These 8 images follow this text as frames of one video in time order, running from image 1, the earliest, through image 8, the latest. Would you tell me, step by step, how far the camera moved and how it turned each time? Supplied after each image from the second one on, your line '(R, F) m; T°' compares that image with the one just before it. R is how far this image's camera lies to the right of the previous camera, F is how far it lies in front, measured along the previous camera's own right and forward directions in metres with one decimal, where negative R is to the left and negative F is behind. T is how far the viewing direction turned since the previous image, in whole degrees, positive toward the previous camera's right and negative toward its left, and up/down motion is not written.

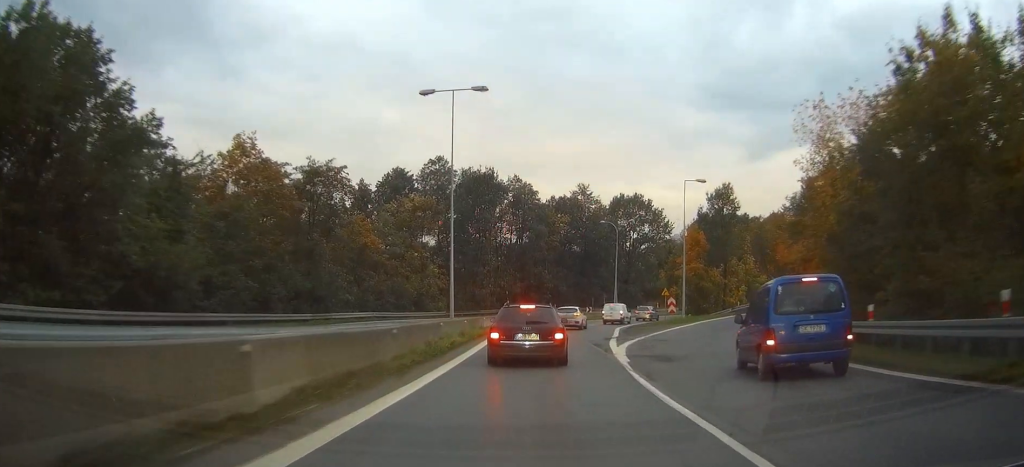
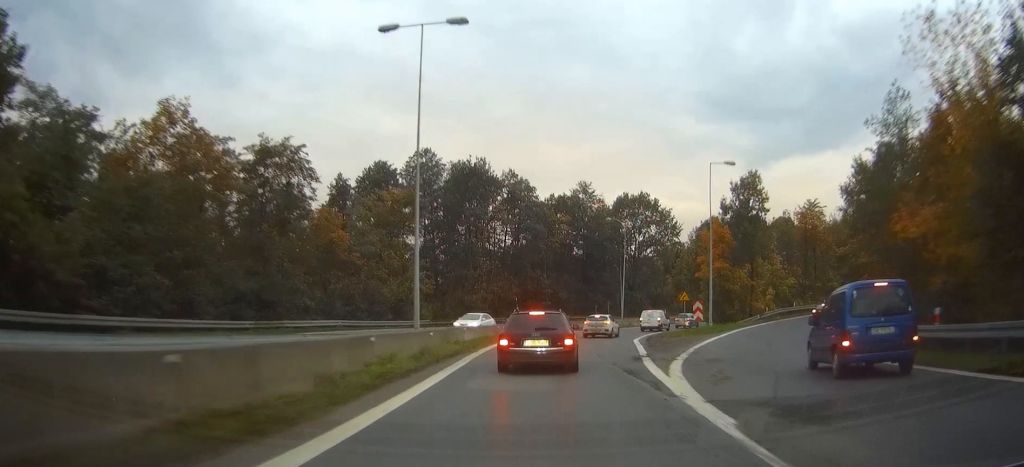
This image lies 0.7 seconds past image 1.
(0.0, +9.6) m; 0°
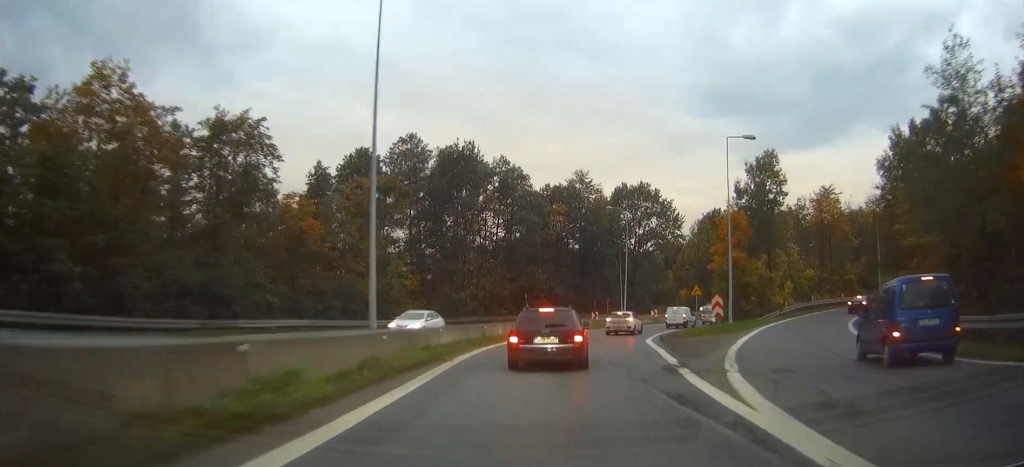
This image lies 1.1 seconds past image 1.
(0.0, +6.0) m; +1°
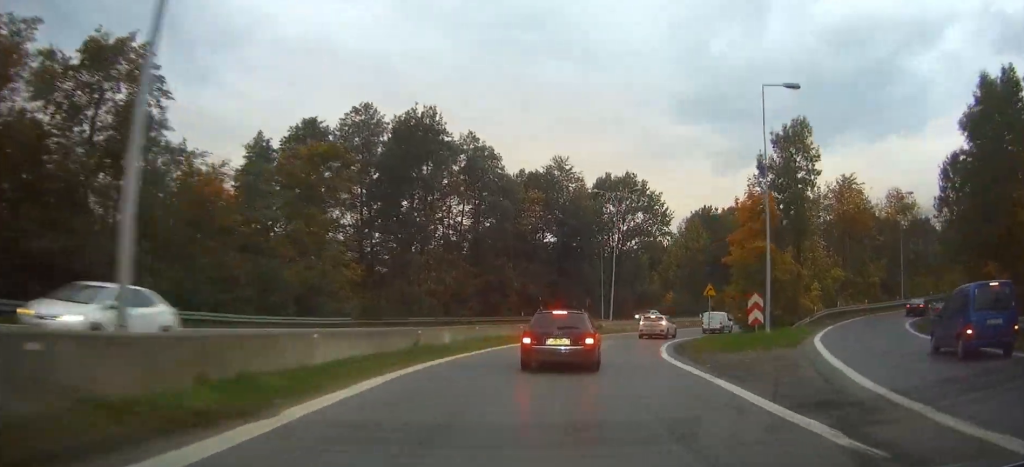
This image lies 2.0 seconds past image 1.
(+0.2, +11.9) m; +3°
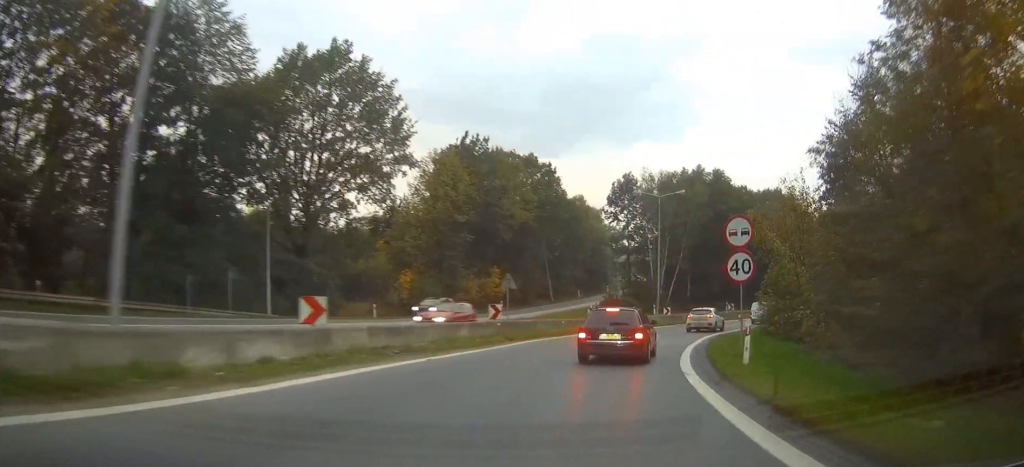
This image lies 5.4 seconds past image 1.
(+7.0, +45.2) m; +27°
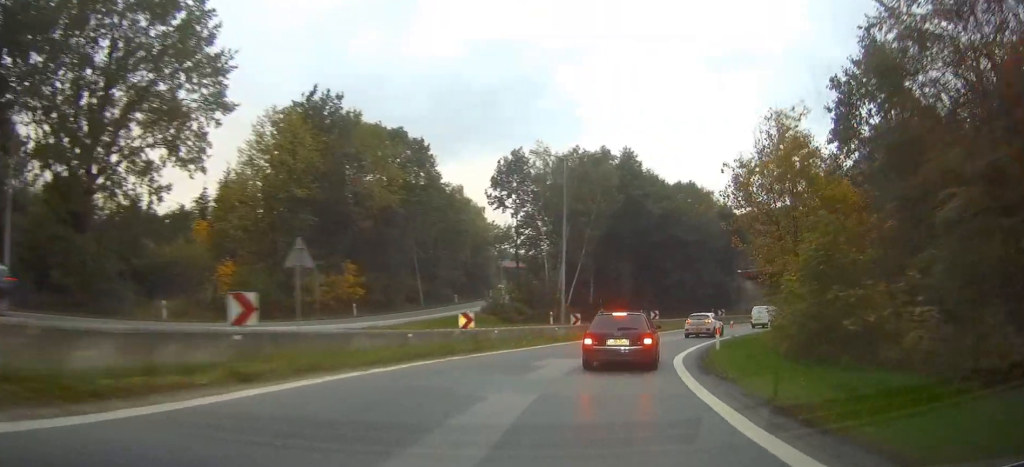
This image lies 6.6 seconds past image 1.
(+2.9, +15.2) m; +14°
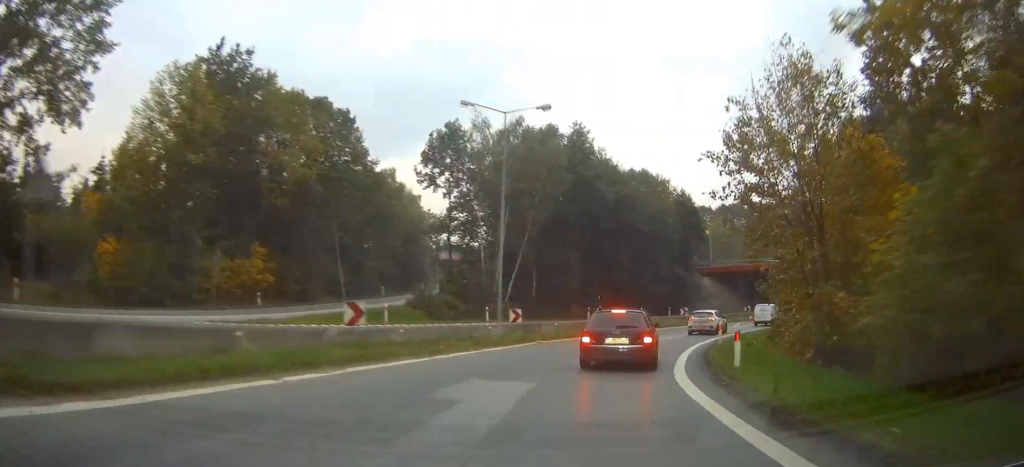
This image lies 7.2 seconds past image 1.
(0.0, +8.0) m; 0°
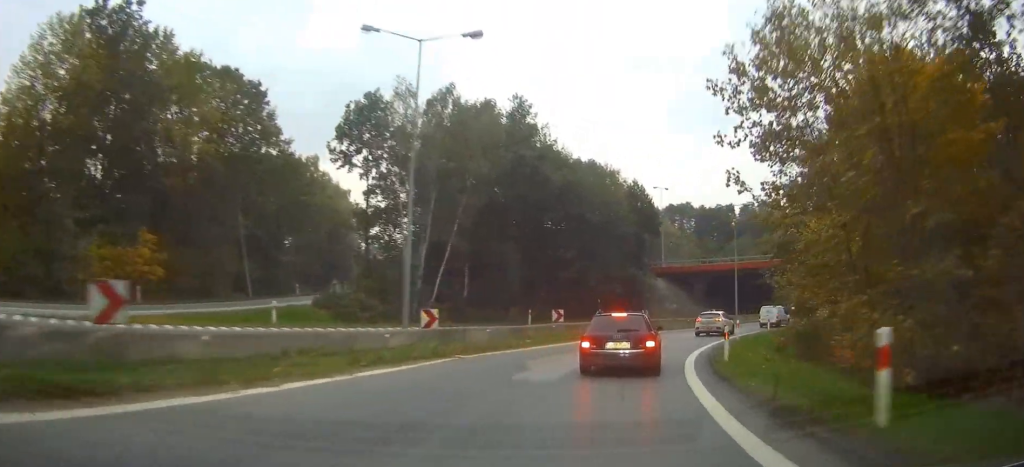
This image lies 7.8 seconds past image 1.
(0.0, +8.5) m; 0°
